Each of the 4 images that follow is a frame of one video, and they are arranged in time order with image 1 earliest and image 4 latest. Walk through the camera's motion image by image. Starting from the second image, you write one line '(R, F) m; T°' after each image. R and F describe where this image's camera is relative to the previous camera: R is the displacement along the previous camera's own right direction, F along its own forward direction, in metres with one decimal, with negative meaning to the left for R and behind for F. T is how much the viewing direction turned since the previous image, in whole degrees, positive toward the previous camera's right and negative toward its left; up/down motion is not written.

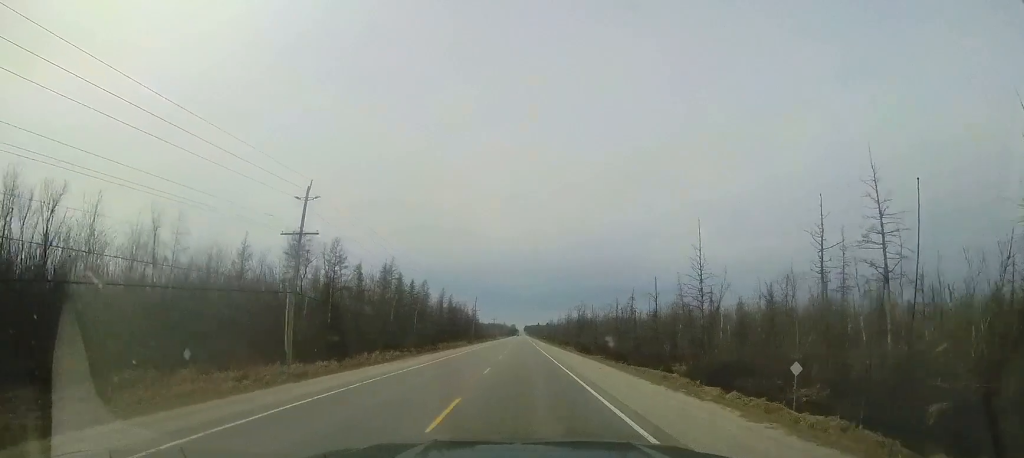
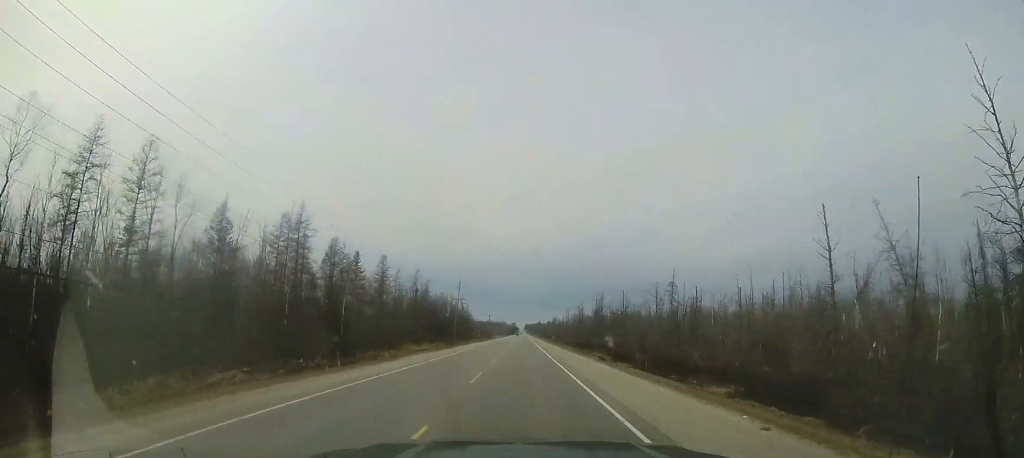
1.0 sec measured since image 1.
(-0.2, +29.8) m; -1°
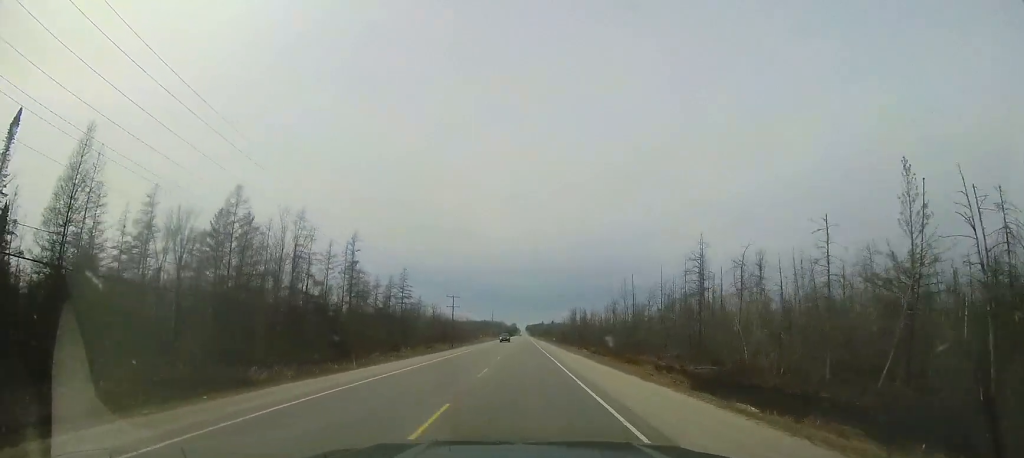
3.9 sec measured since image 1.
(-0.7, +87.2) m; -1°
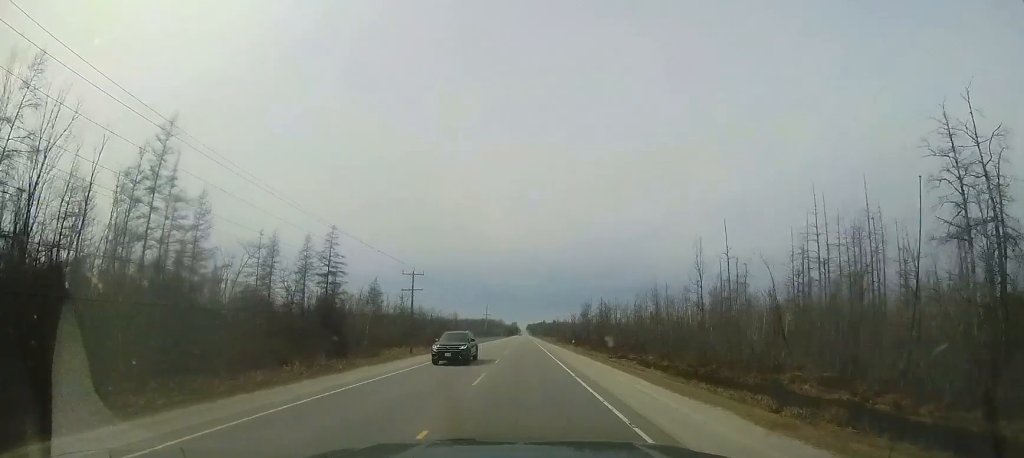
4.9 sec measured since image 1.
(+0.1, +29.5) m; 0°
